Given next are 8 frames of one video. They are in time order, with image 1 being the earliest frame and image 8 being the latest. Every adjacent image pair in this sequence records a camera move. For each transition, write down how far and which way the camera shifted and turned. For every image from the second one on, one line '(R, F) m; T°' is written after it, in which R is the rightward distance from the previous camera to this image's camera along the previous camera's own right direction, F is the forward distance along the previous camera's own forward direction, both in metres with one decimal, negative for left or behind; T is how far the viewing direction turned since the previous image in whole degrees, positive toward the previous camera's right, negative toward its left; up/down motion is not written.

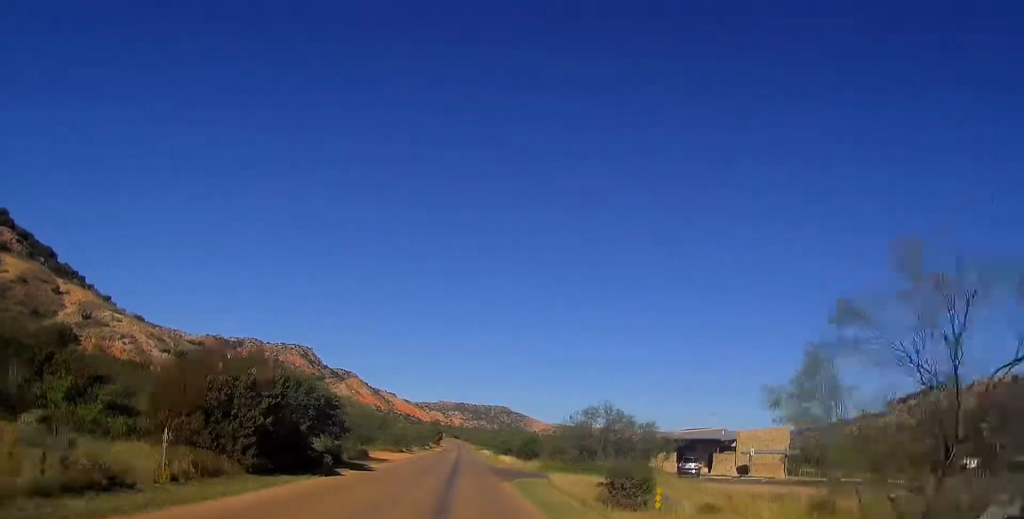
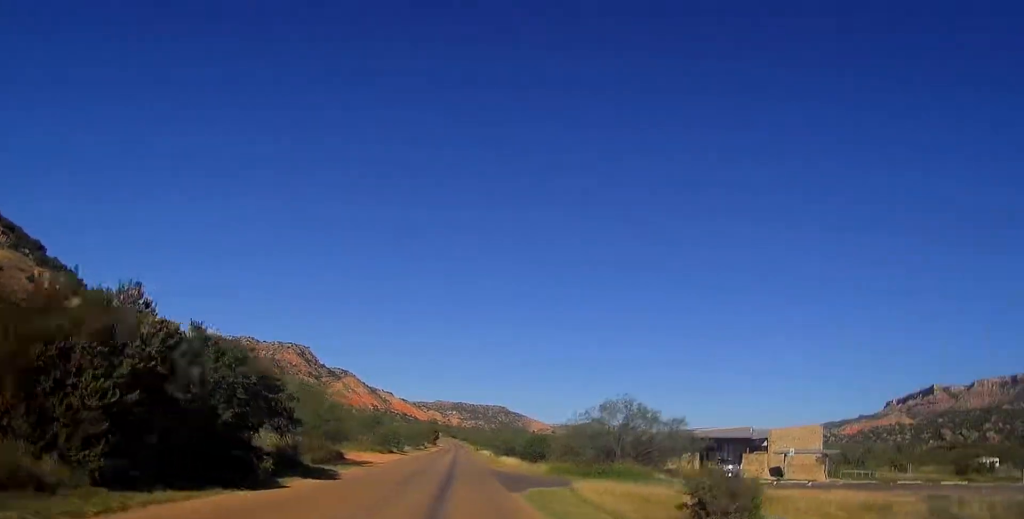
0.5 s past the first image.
(-0.2, +8.1) m; 0°
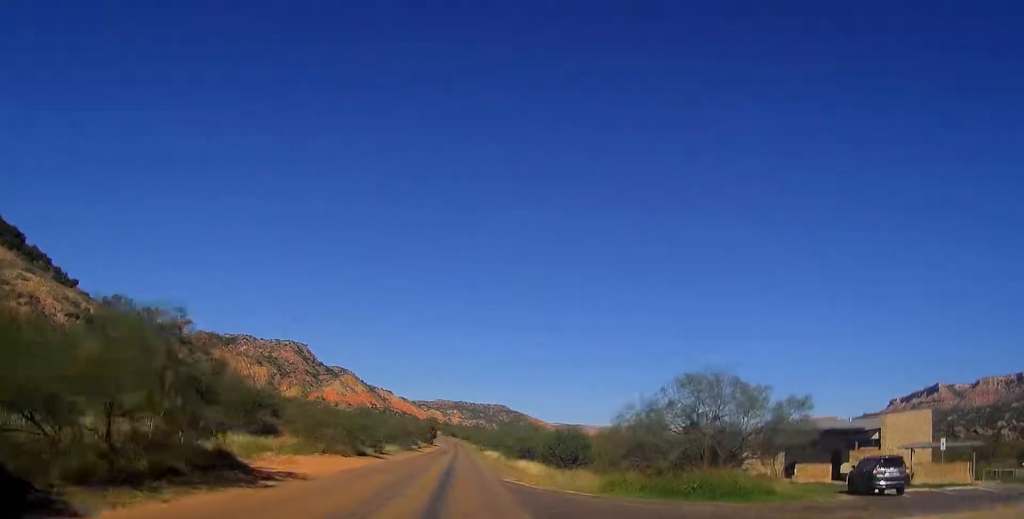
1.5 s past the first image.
(+0.6, +18.4) m; +1°
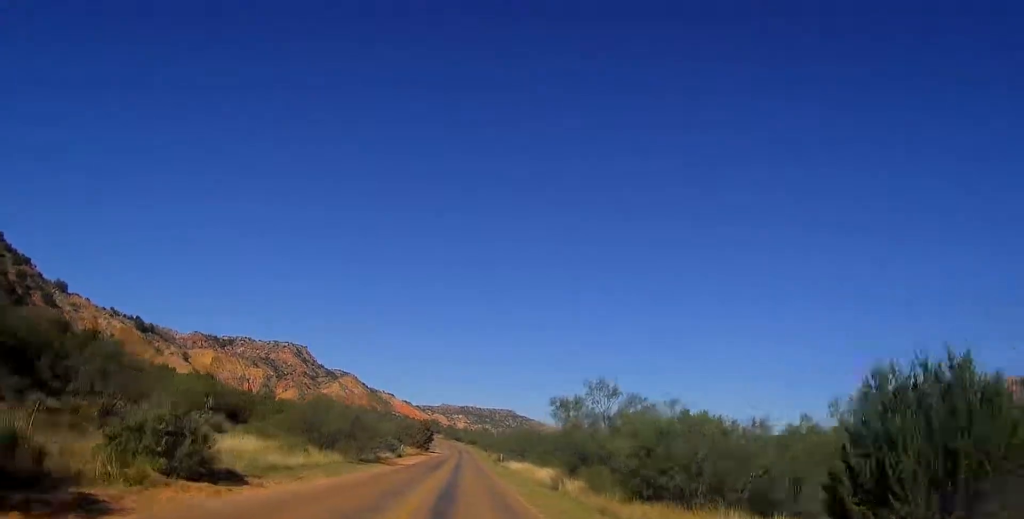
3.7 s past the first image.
(-0.8, +36.8) m; -1°
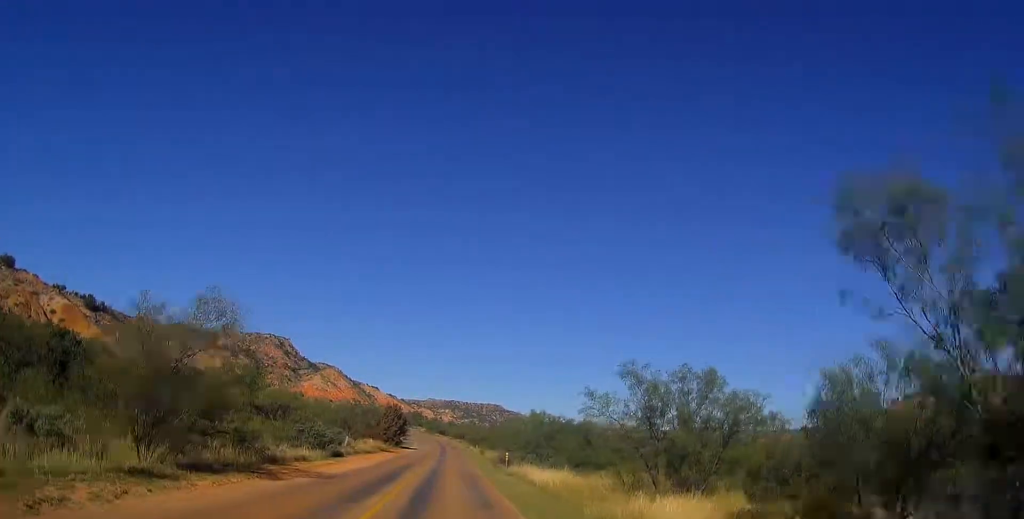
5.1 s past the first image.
(+0.3, +24.1) m; +1°
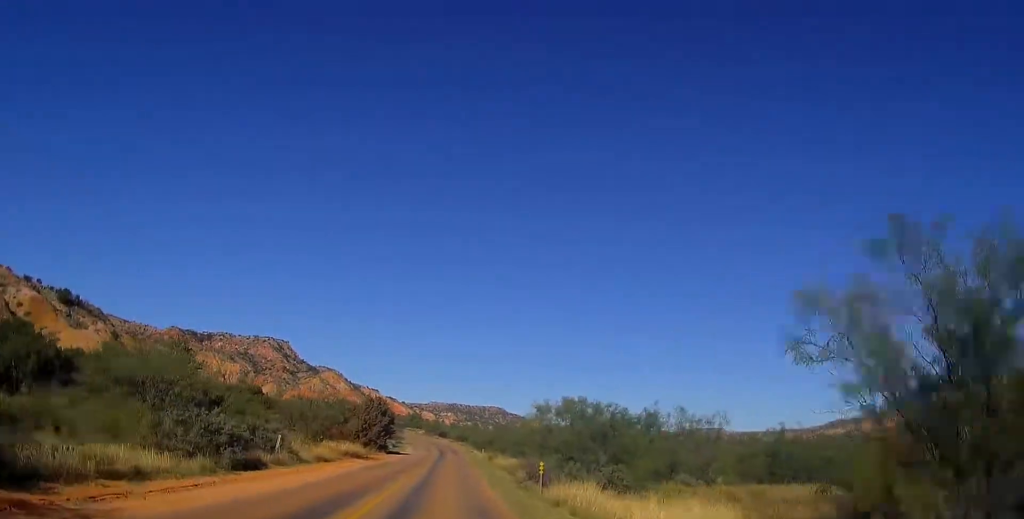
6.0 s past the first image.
(-0.1, +15.6) m; 0°
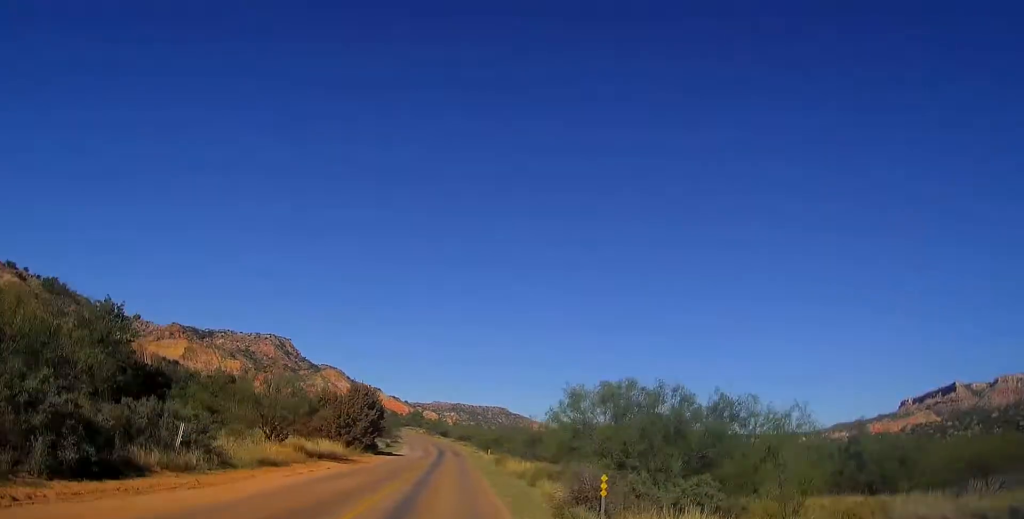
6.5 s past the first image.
(-0.1, +8.7) m; 0°
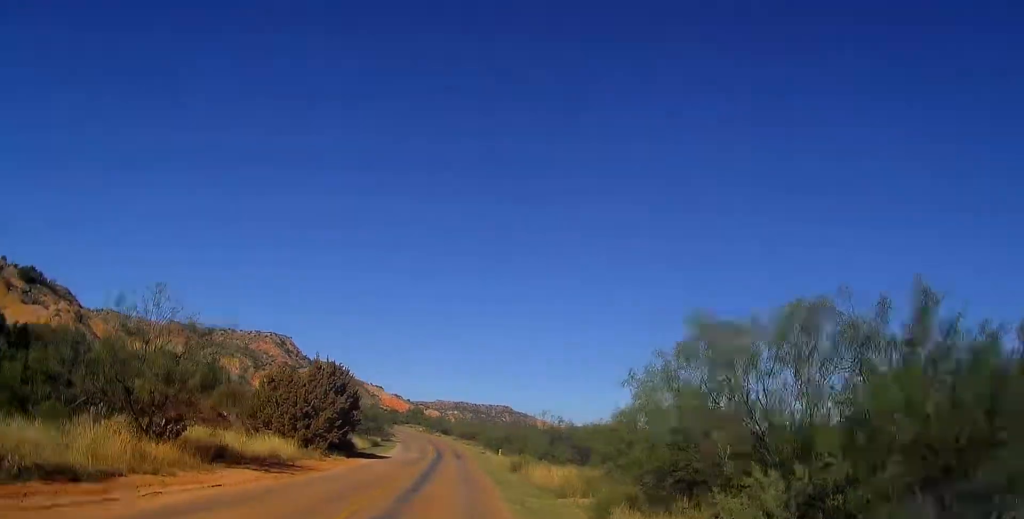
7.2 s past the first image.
(+0.2, +12.6) m; 0°
